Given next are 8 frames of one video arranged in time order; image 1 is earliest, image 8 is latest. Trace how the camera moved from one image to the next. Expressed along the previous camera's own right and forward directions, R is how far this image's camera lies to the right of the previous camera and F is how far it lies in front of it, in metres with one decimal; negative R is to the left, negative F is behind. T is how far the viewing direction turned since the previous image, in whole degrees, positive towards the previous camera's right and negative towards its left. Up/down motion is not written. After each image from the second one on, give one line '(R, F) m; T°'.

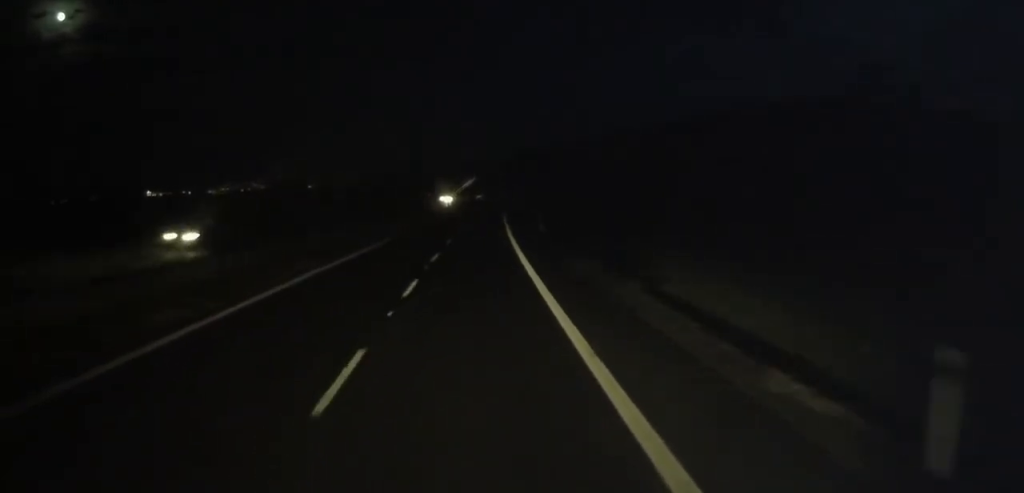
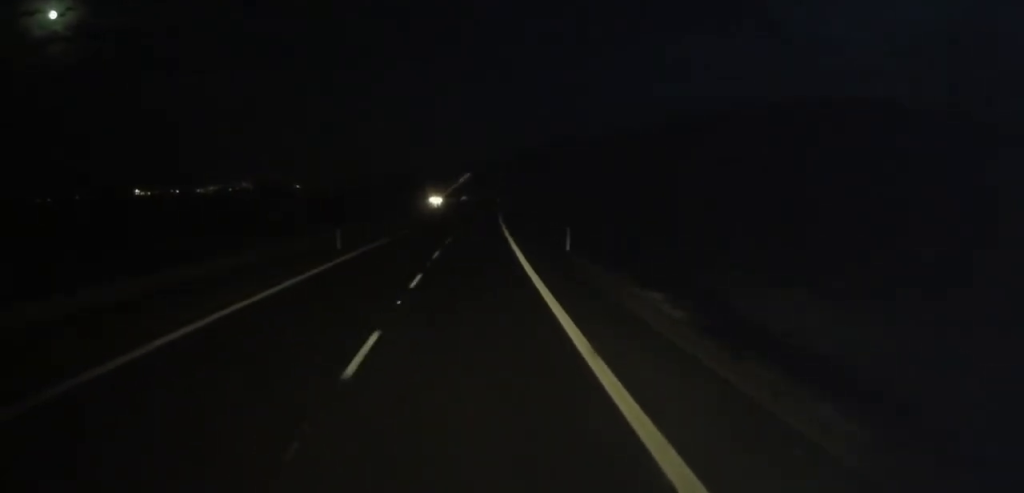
(+0.1, +16.7) m; 0°
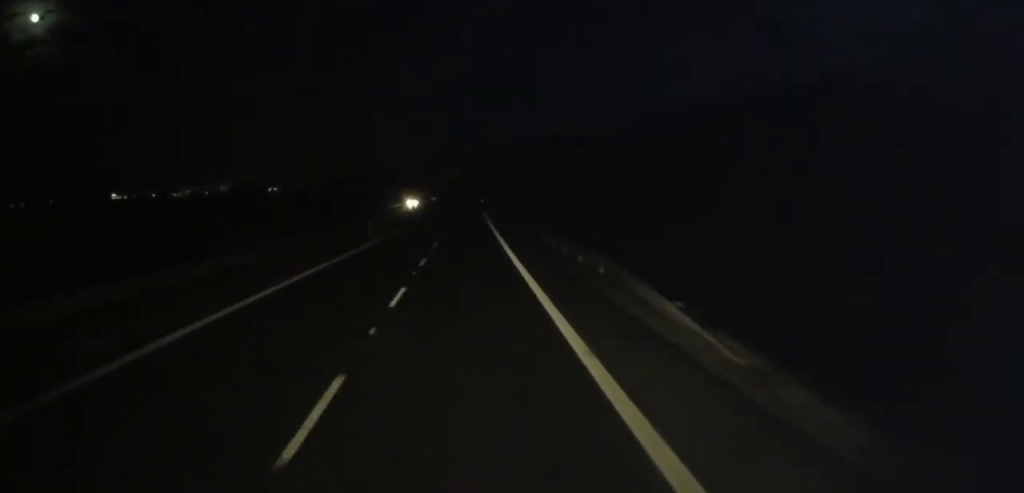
(+0.2, +39.0) m; +2°
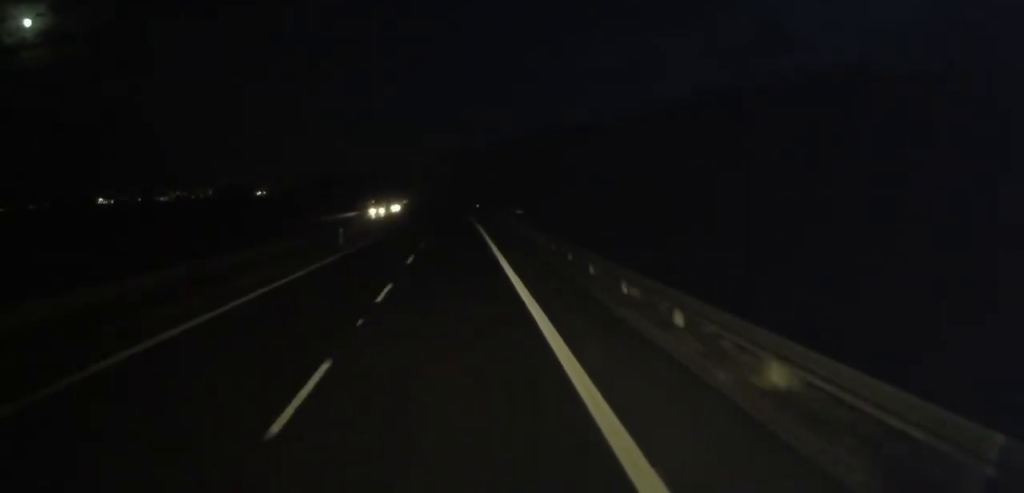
(+2.4, +53.0) m; +4°
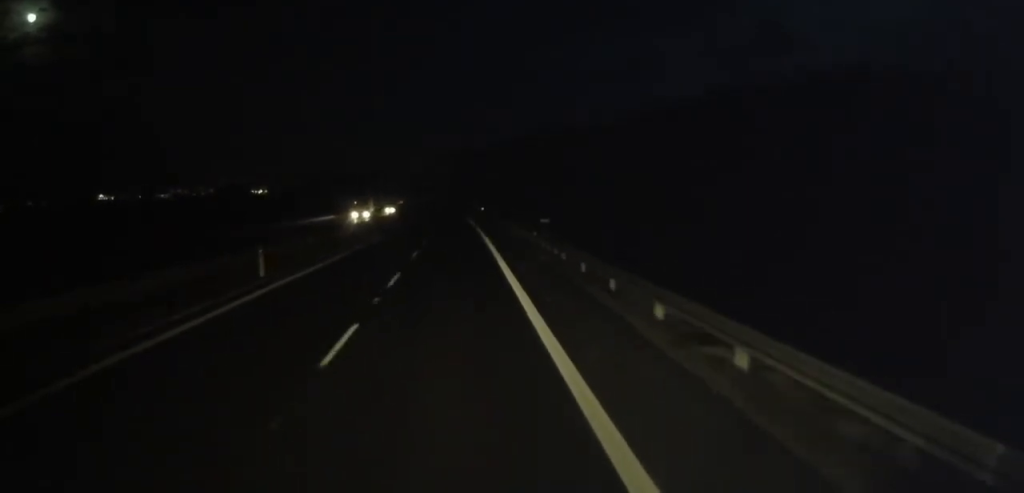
(0.0, +14.9) m; 0°
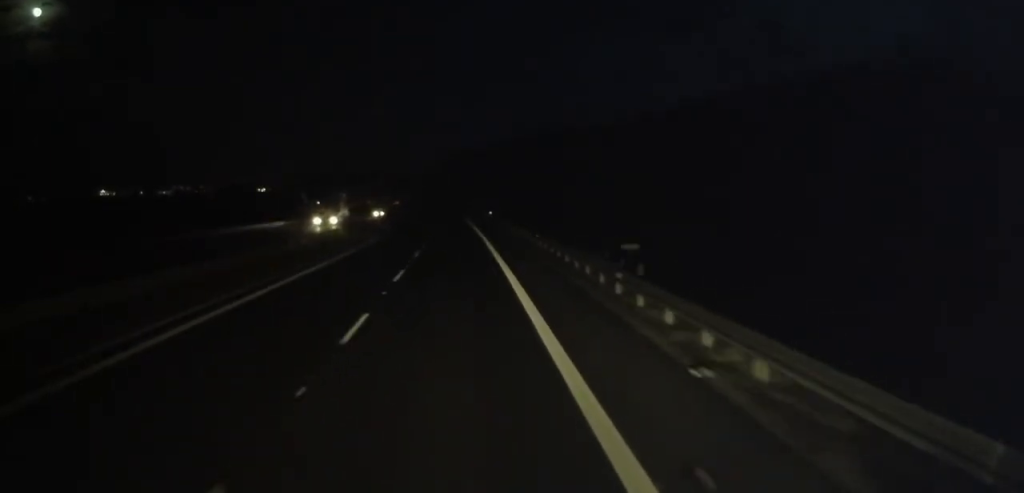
(0.0, +16.6) m; 0°
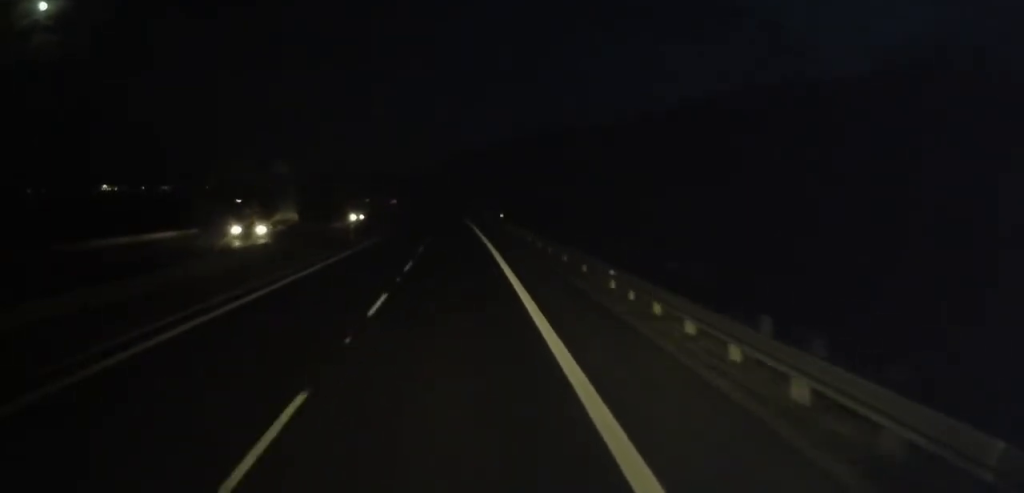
(0.0, +14.9) m; 0°
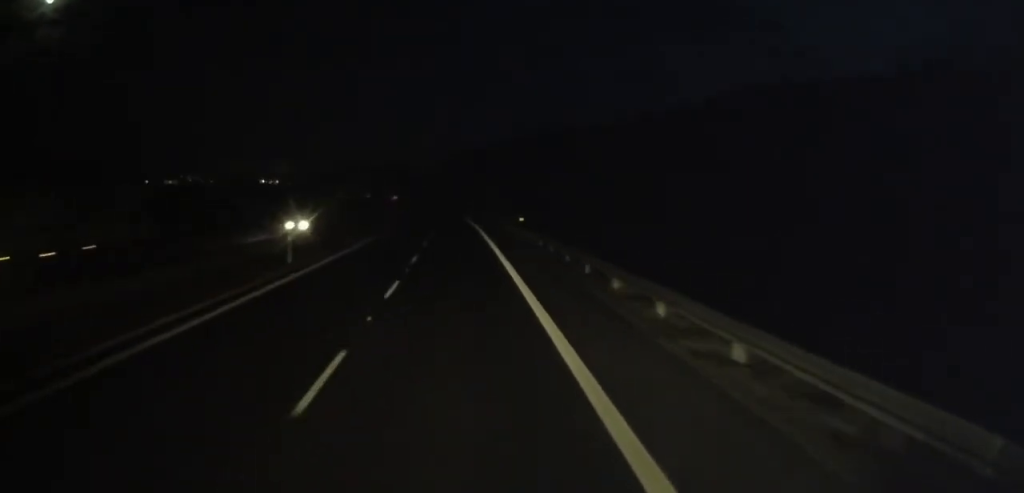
(0.0, +15.8) m; 0°
